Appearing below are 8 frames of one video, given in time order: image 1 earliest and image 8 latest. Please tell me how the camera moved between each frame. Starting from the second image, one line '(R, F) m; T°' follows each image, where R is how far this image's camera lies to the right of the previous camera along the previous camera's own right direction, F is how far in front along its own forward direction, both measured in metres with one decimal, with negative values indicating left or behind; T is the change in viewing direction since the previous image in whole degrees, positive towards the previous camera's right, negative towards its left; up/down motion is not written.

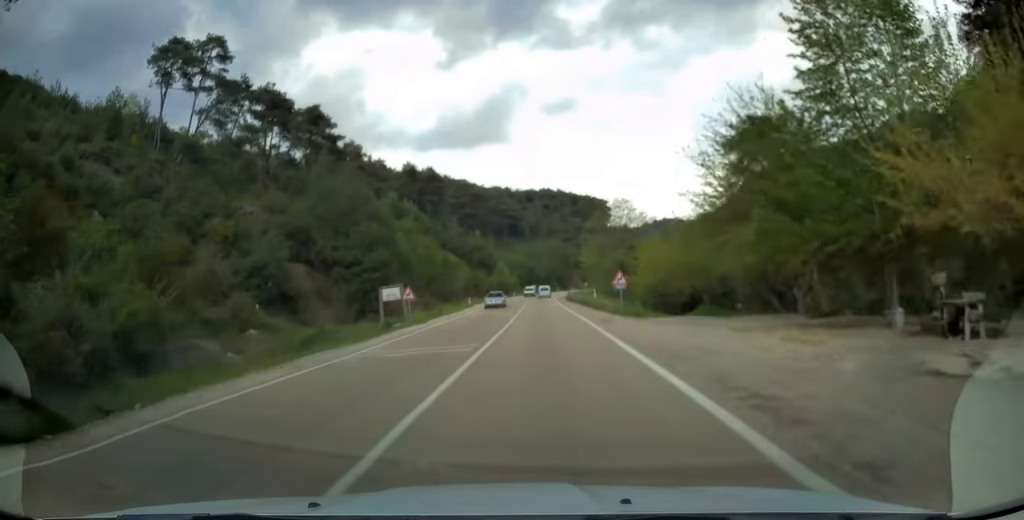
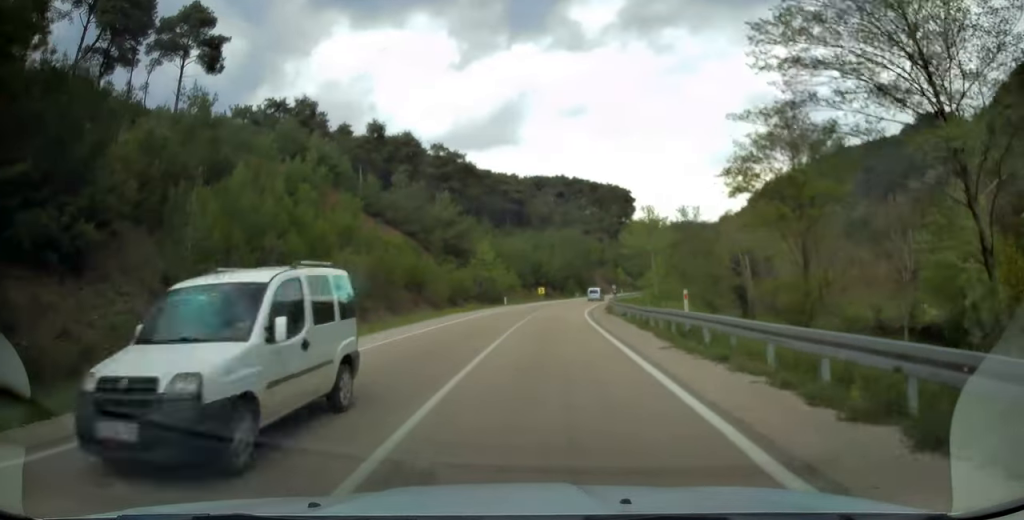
(-0.5, +50.1) m; -2°
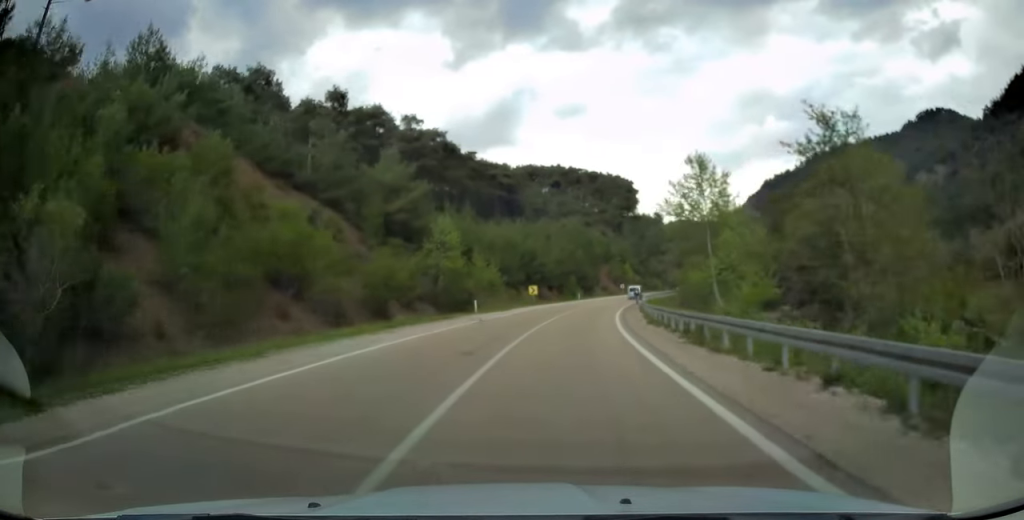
(+0.1, +23.6) m; +2°
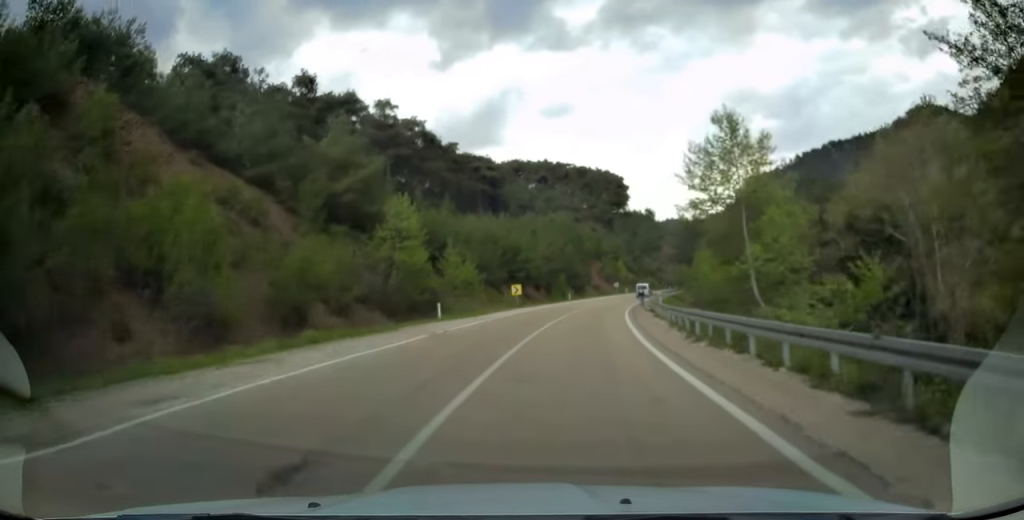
(+0.2, +9.9) m; +1°
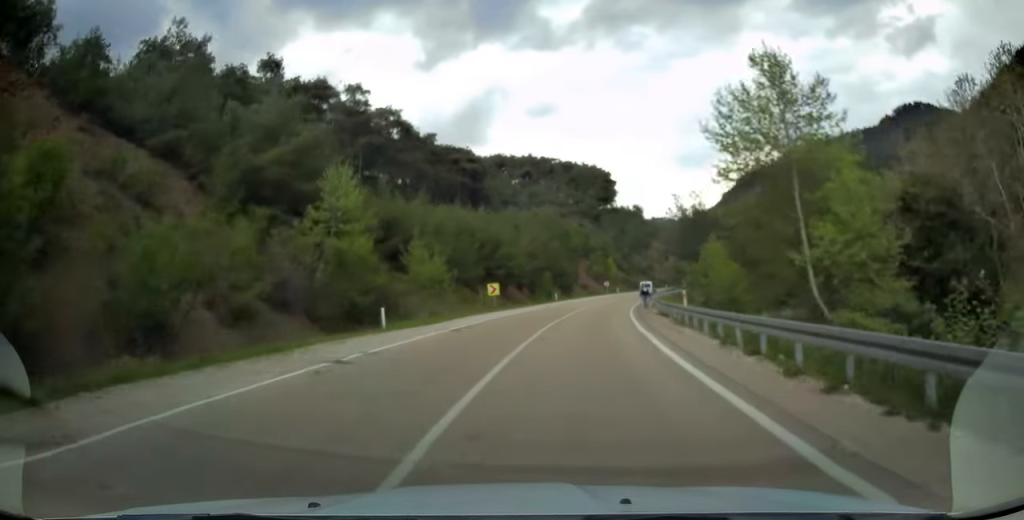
(+0.1, +8.6) m; +1°
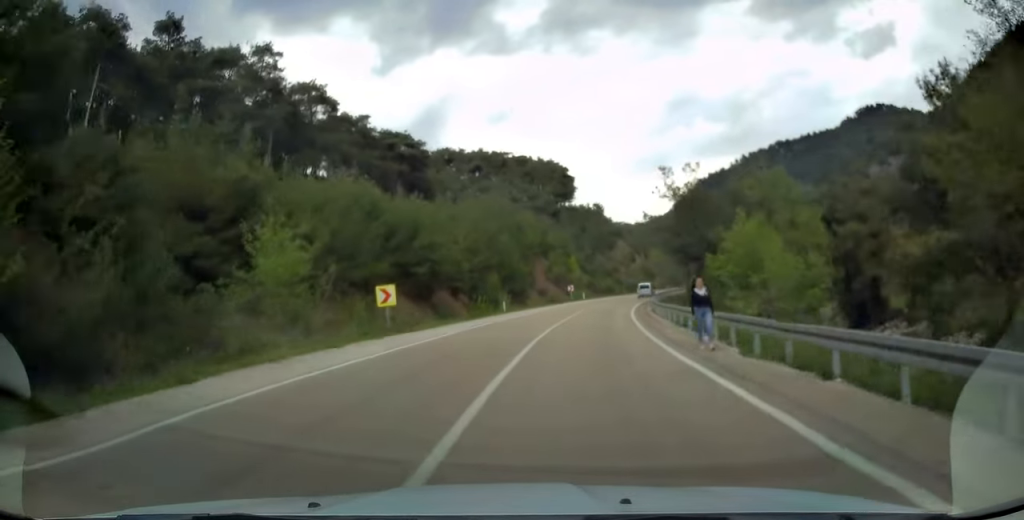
(+0.4, +19.1) m; +3°
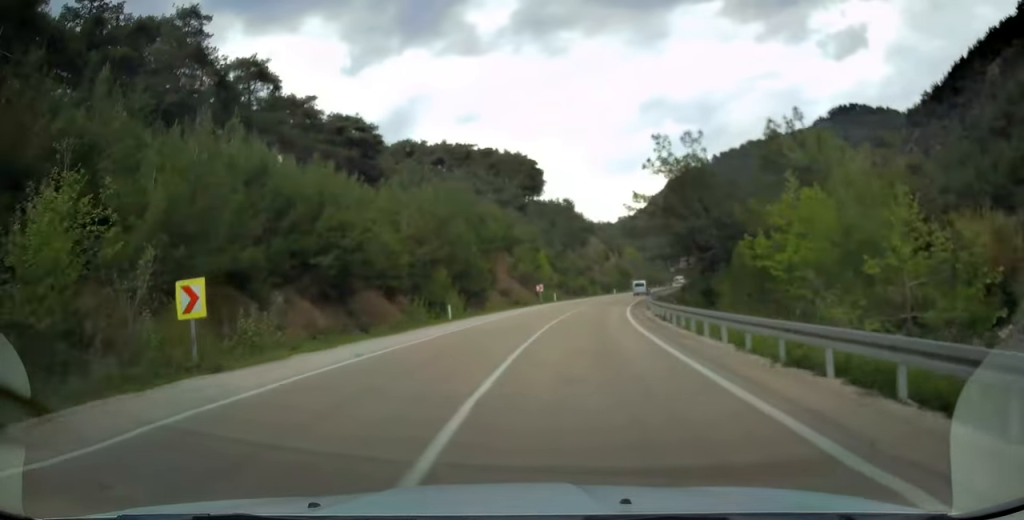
(+0.3, +12.5) m; +3°
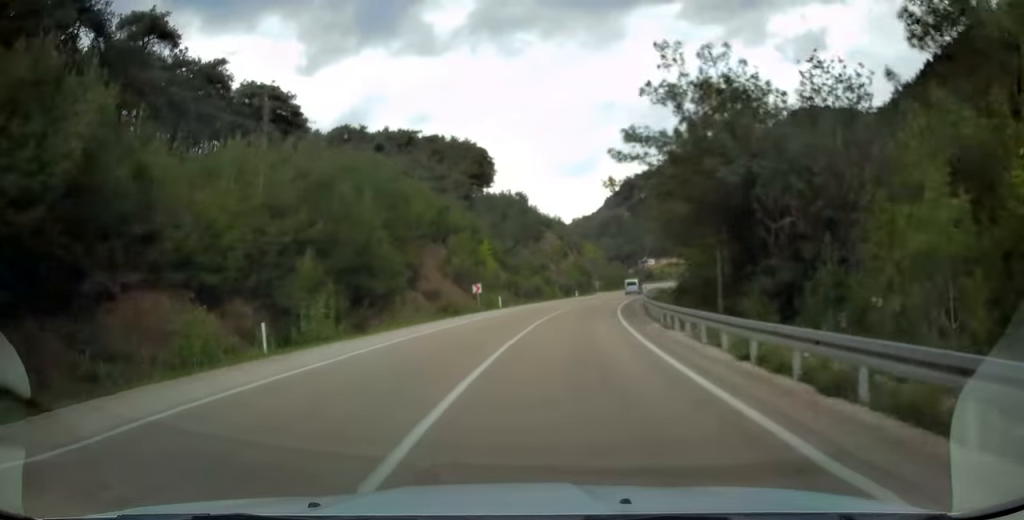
(+0.8, +18.4) m; +5°
